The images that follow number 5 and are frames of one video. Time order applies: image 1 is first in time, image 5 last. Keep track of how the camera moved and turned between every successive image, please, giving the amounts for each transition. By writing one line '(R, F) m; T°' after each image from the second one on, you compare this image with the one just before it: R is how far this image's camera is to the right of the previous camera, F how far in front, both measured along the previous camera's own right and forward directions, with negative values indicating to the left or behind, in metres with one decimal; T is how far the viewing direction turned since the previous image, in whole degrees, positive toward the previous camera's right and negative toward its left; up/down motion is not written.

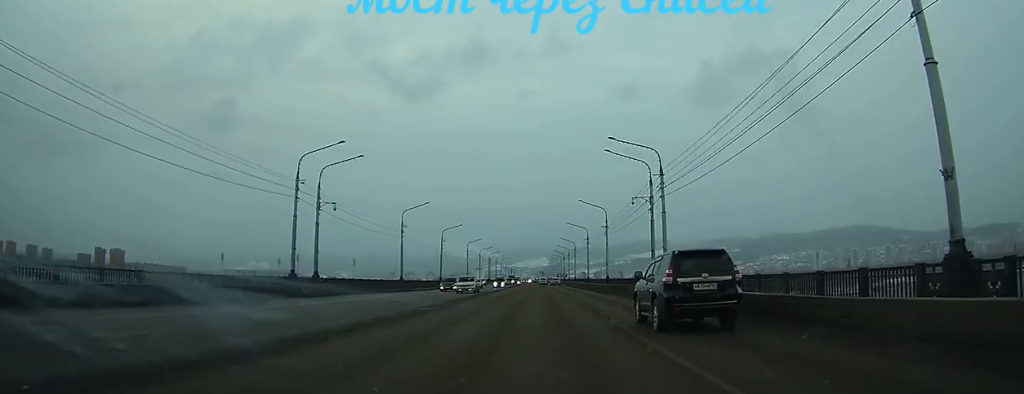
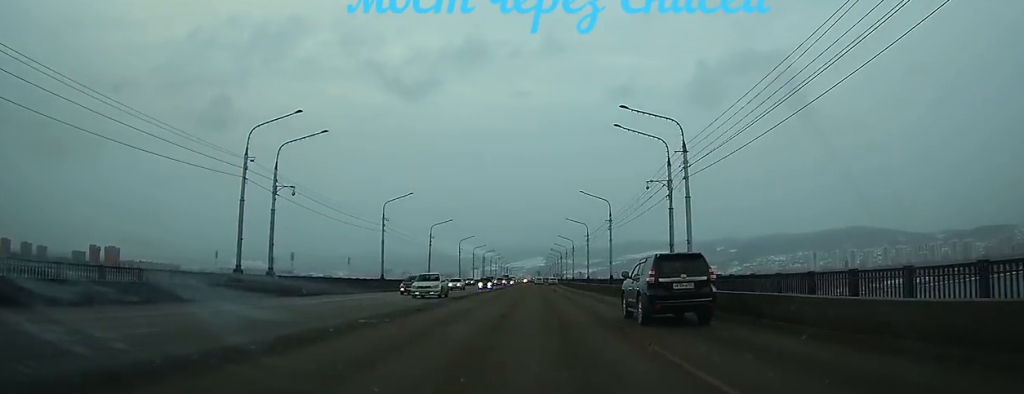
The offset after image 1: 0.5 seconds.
(0.0, +7.7) m; 0°
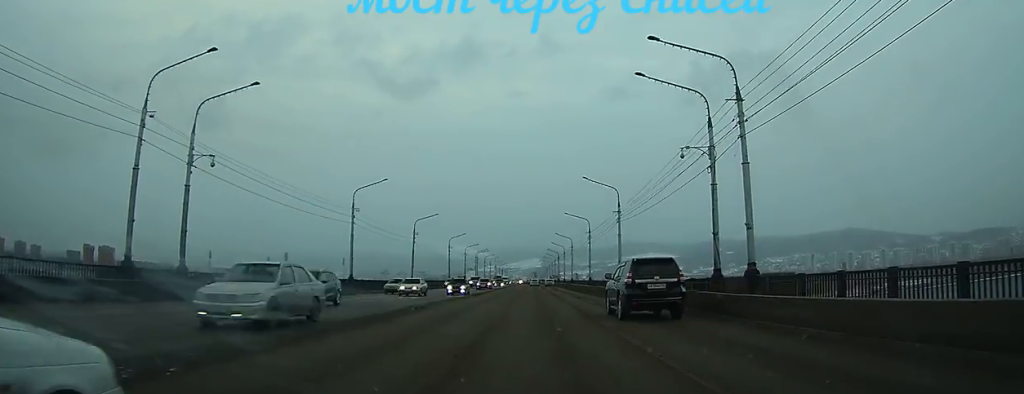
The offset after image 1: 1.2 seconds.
(0.0, +10.3) m; 0°
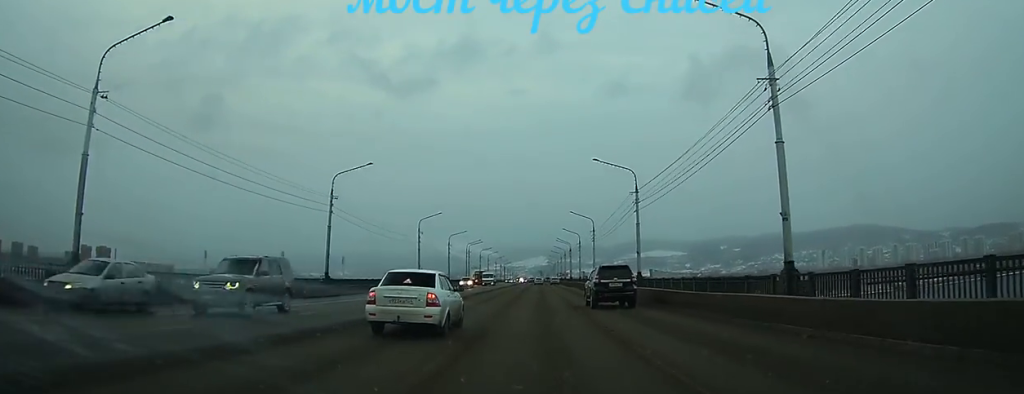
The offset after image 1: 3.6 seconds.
(+0.1, +37.9) m; 0°
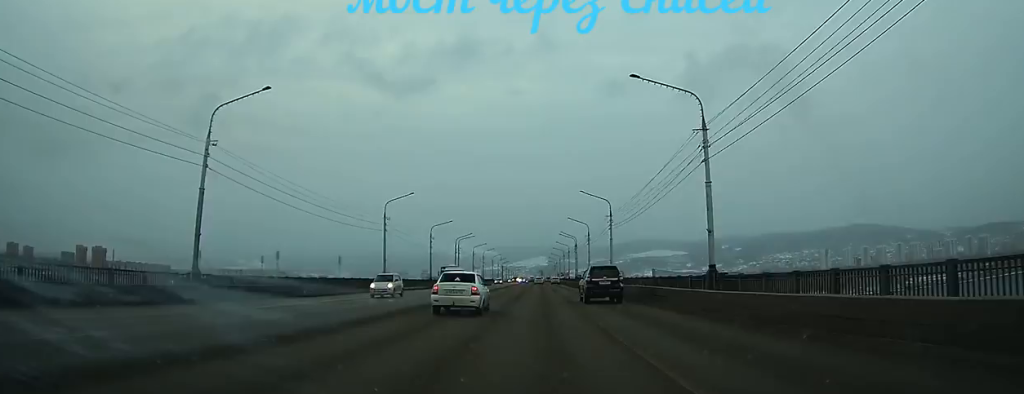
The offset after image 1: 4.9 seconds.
(-0.1, +20.5) m; 0°
